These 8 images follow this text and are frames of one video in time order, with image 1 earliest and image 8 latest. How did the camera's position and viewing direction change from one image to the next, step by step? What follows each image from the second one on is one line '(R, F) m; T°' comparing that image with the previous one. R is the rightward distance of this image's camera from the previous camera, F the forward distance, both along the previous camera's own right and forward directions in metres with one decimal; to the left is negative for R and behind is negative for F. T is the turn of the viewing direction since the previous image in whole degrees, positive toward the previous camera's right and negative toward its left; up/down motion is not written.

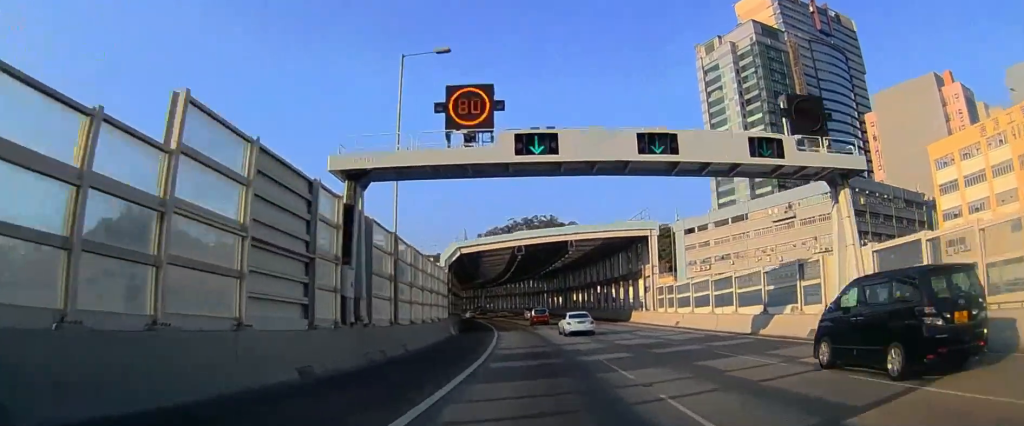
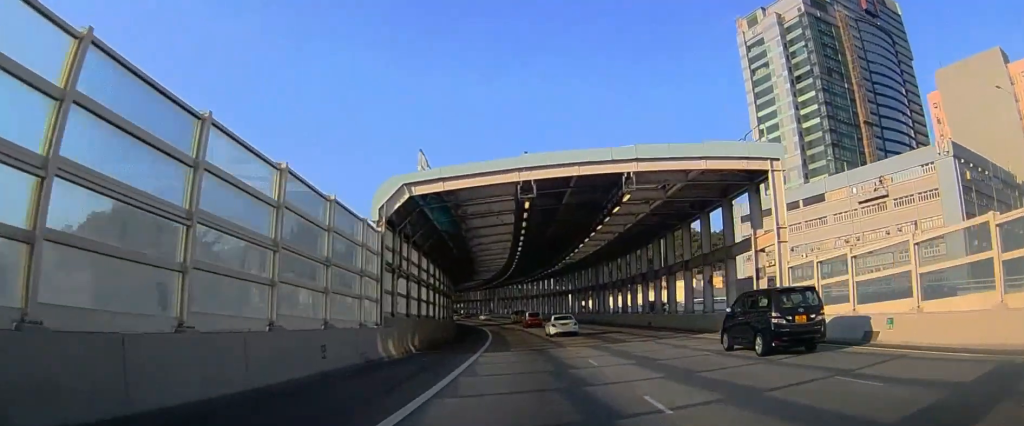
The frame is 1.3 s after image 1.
(0.0, +23.7) m; 0°
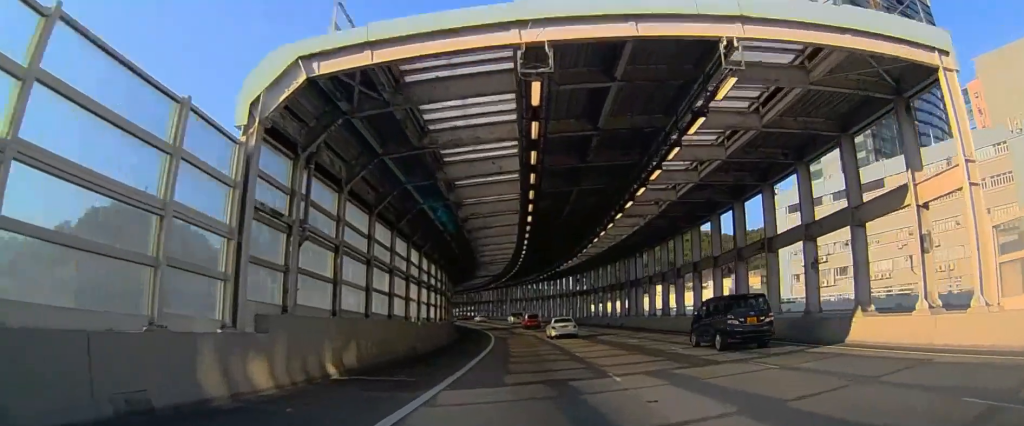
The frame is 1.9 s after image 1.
(0.0, +12.5) m; 0°
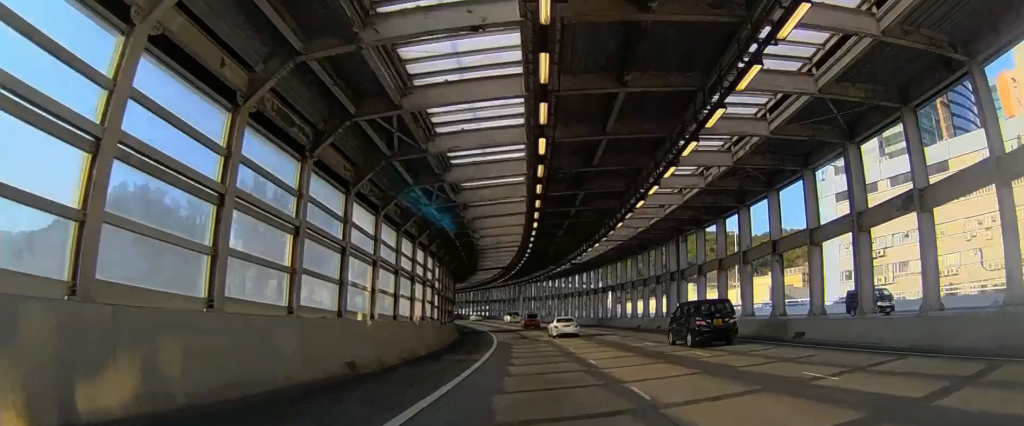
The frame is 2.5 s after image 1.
(0.0, +11.3) m; 0°
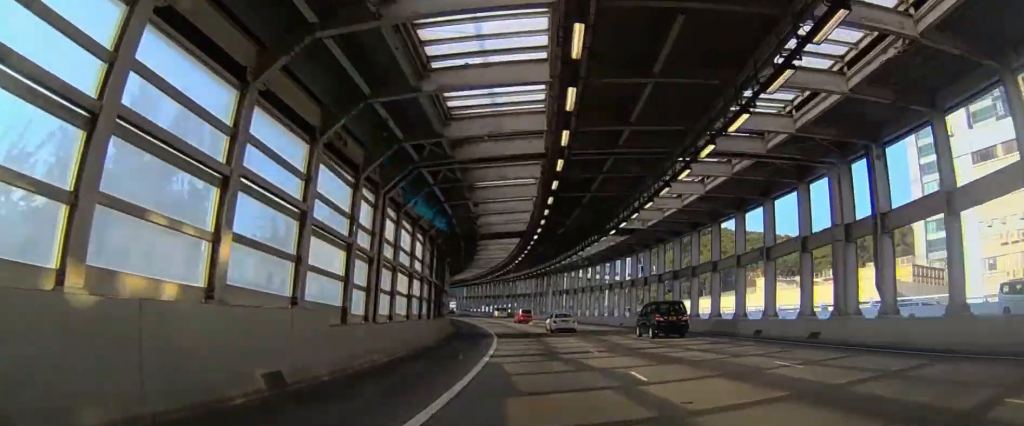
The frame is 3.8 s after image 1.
(0.0, +23.4) m; 0°
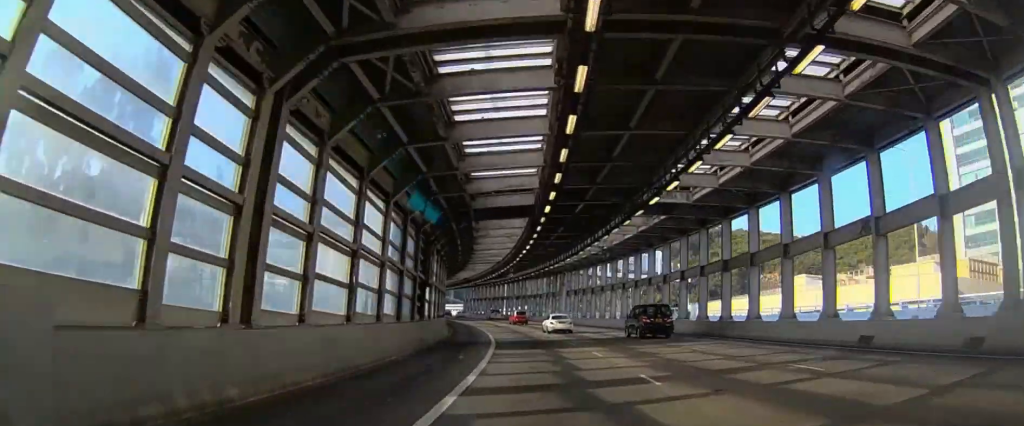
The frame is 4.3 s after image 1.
(0.0, +9.5) m; 0°
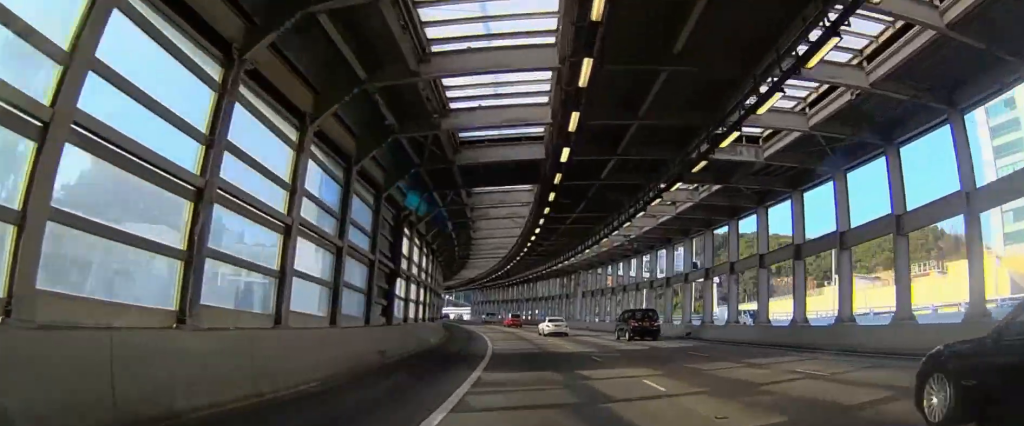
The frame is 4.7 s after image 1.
(0.0, +8.9) m; 0°
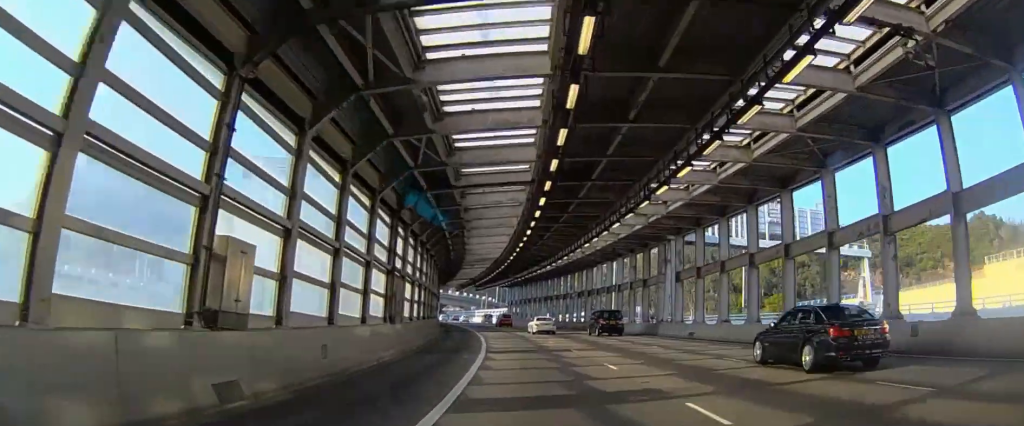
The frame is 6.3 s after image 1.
(0.0, +30.2) m; 0°
